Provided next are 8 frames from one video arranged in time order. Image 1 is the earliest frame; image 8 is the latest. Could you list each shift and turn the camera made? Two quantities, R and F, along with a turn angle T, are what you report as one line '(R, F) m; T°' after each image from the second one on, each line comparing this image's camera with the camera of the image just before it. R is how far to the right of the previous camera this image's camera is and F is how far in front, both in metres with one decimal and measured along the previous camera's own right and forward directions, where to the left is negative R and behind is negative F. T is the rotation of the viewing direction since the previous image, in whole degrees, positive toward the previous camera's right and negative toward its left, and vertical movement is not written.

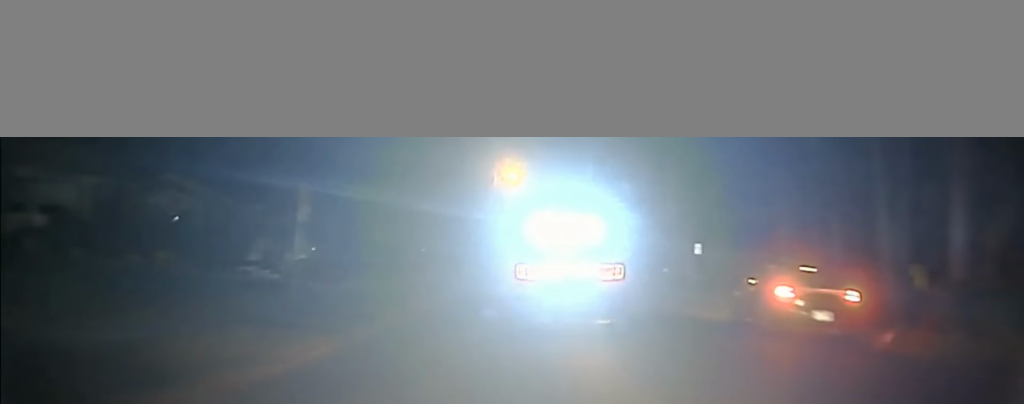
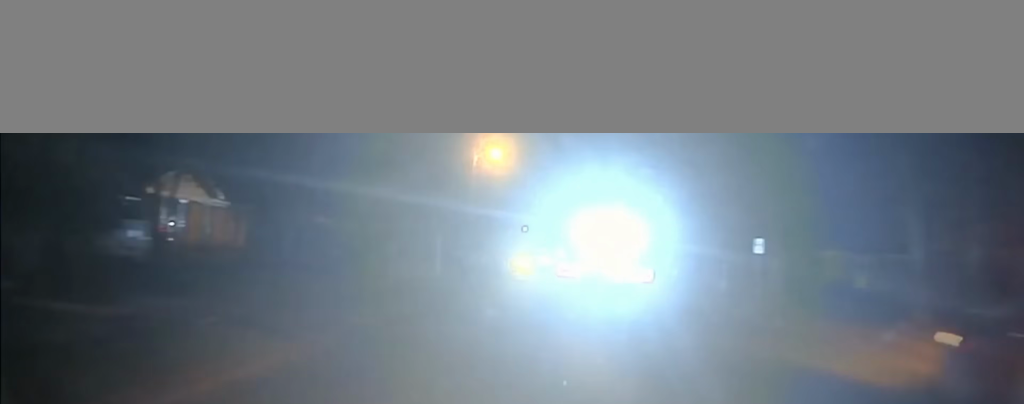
(+0.1, +12.9) m; +1°
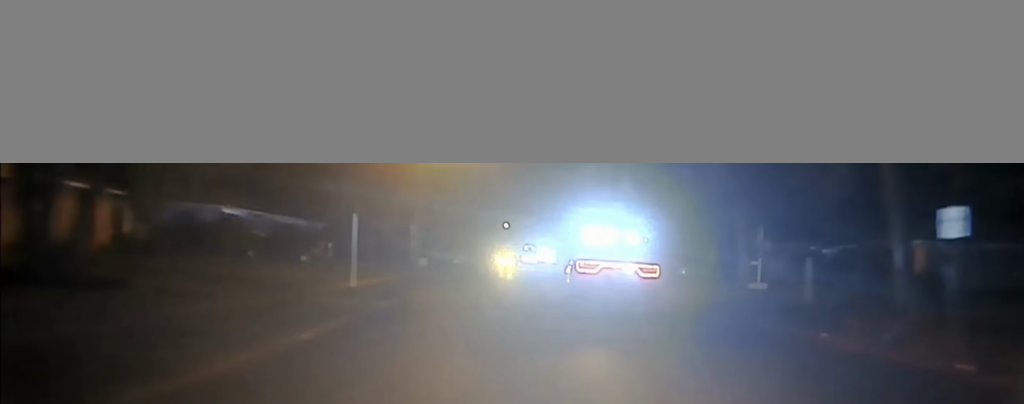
(+0.2, +14.0) m; +1°
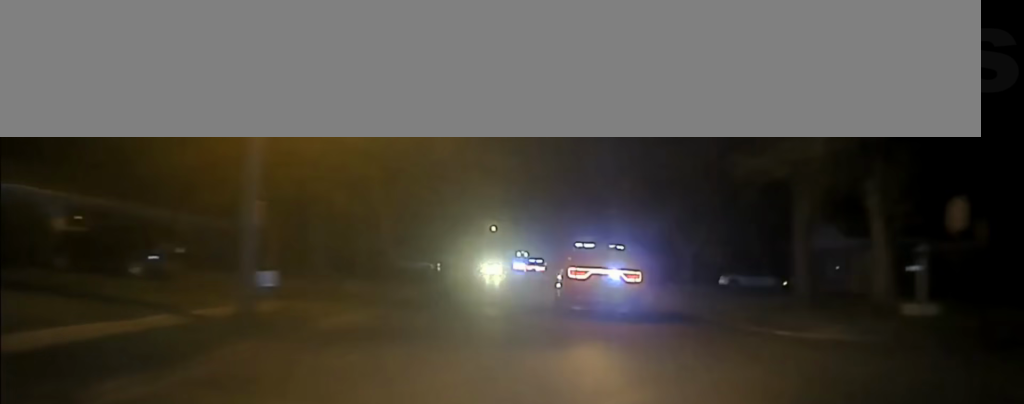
(+0.2, +15.2) m; +1°
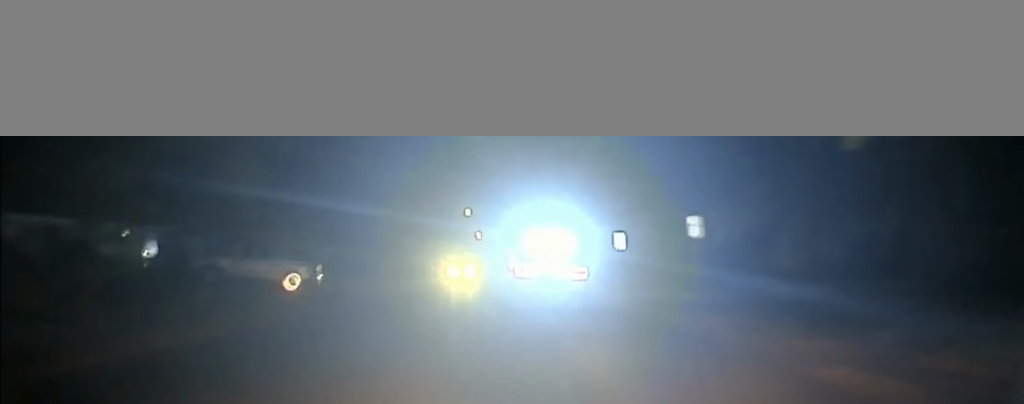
(+0.3, +33.5) m; 0°
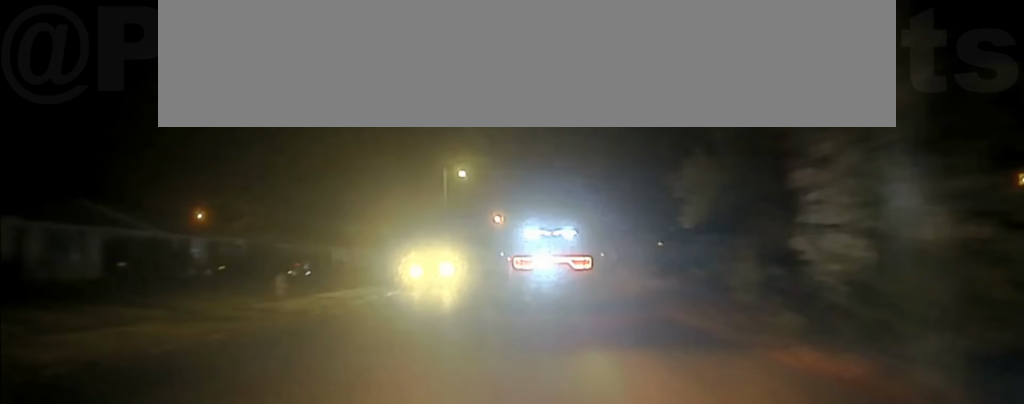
(-0.1, +32.8) m; 0°
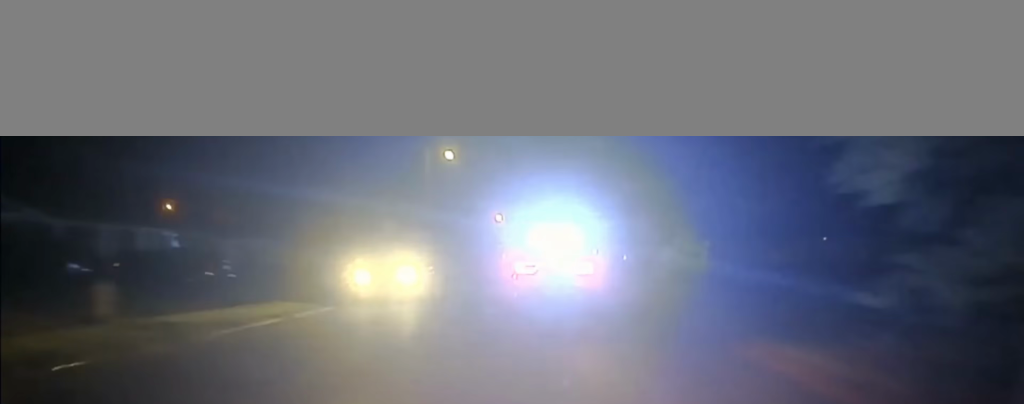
(0.0, +12.1) m; -1°
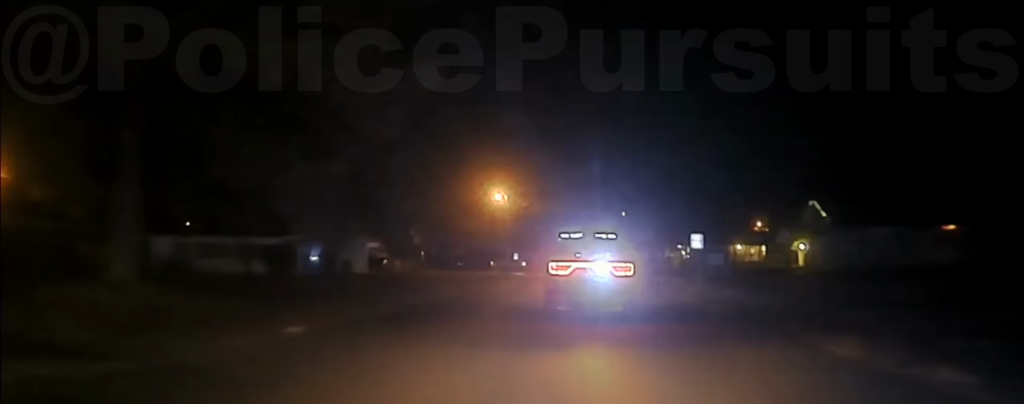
(-1.0, +44.8) m; -3°
